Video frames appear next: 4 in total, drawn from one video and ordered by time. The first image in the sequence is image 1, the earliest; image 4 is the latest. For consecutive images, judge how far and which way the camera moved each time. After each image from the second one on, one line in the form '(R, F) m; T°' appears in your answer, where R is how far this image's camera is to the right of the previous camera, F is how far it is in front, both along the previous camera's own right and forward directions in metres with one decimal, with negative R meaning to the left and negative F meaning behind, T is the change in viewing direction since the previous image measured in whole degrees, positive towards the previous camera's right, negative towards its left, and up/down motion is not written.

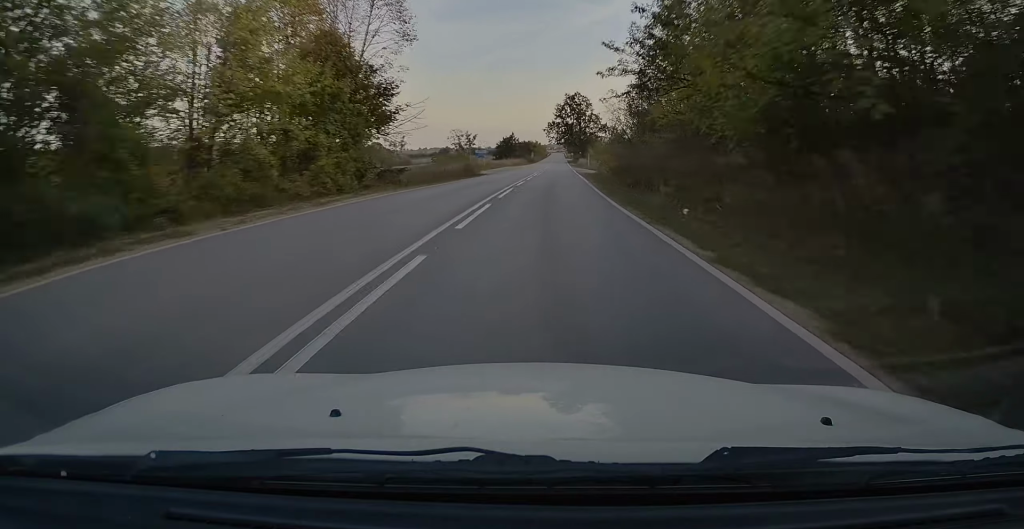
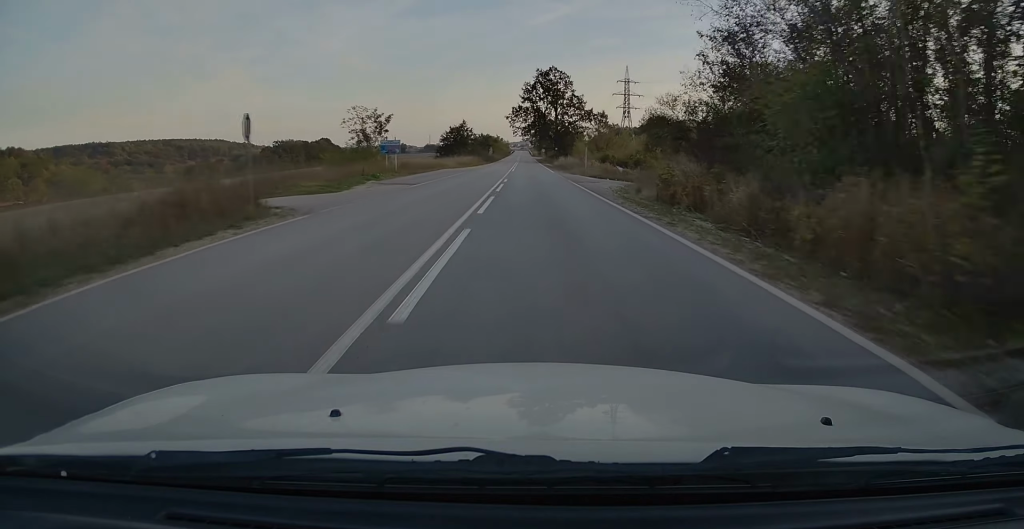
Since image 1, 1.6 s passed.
(+1.1, +42.0) m; +3°
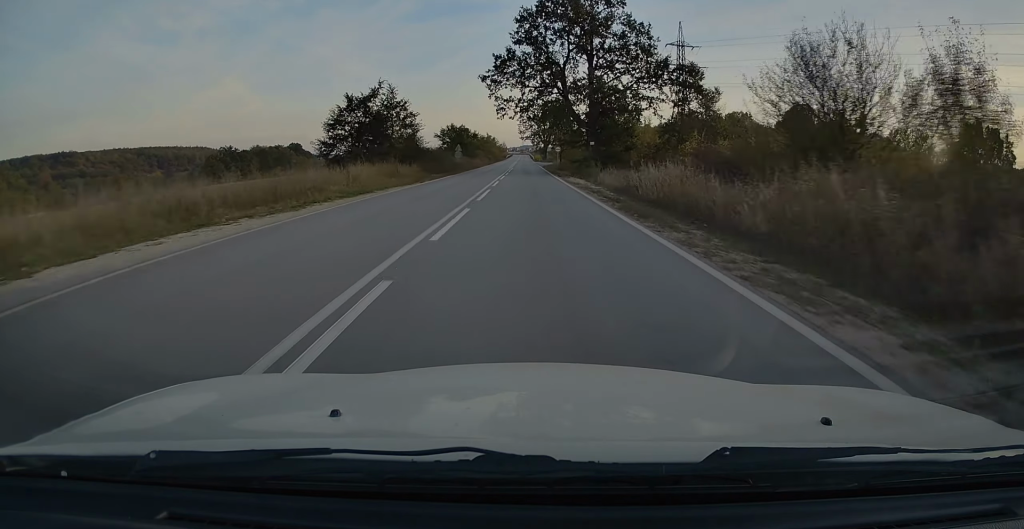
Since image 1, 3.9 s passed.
(+0.8, +63.1) m; +1°
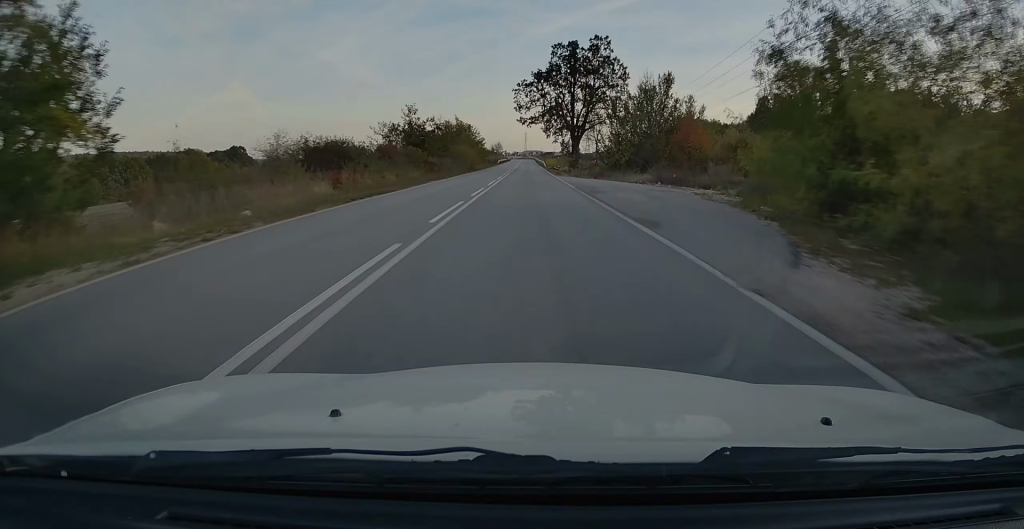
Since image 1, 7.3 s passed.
(-0.7, +91.0) m; 0°
